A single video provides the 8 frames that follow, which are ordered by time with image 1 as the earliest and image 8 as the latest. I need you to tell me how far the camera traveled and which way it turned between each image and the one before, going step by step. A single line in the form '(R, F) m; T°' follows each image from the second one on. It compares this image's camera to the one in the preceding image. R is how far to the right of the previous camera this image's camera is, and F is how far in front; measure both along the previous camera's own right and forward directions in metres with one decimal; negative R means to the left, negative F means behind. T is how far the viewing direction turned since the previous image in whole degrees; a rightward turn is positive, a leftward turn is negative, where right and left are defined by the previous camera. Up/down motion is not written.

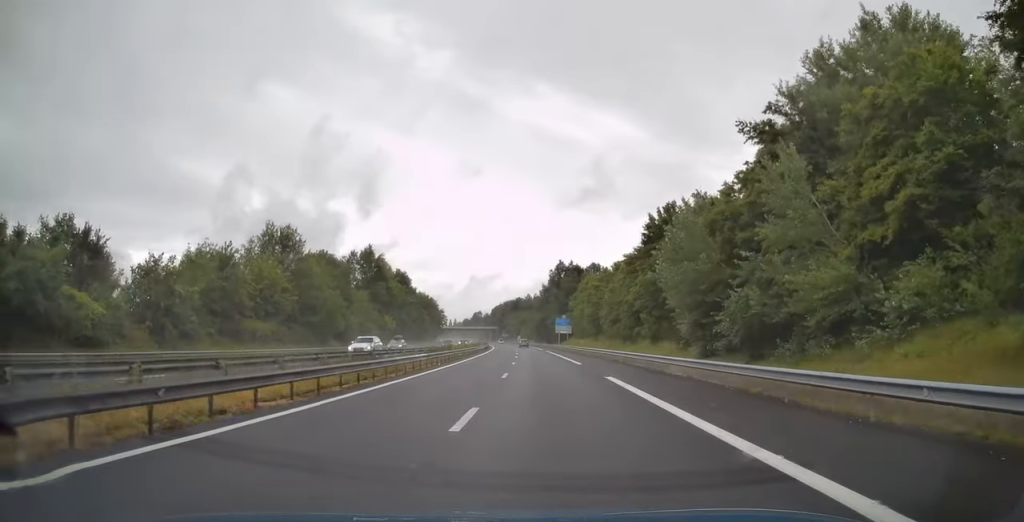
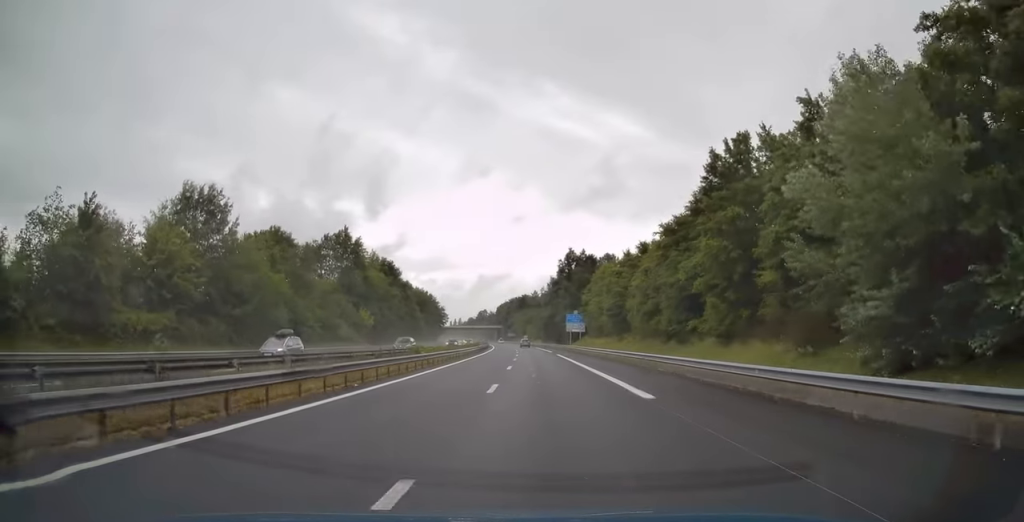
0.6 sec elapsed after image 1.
(0.0, +19.4) m; 0°
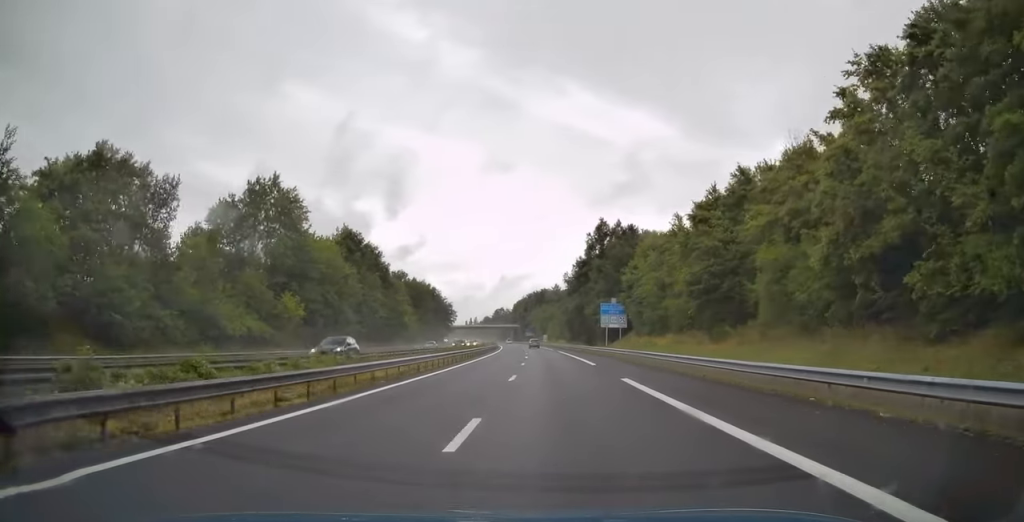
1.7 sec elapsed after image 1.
(-0.3, +34.4) m; -2°
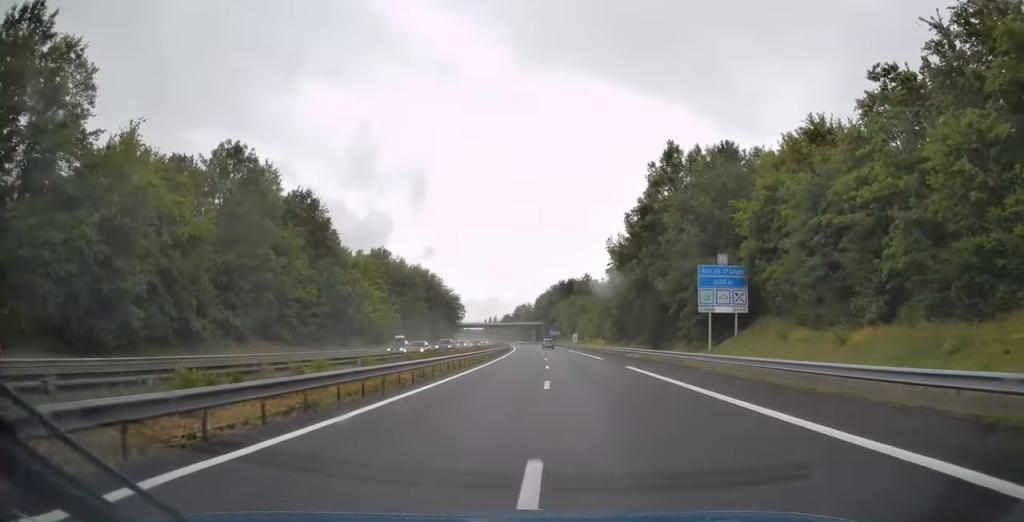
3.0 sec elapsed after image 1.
(-1.2, +43.0) m; -2°
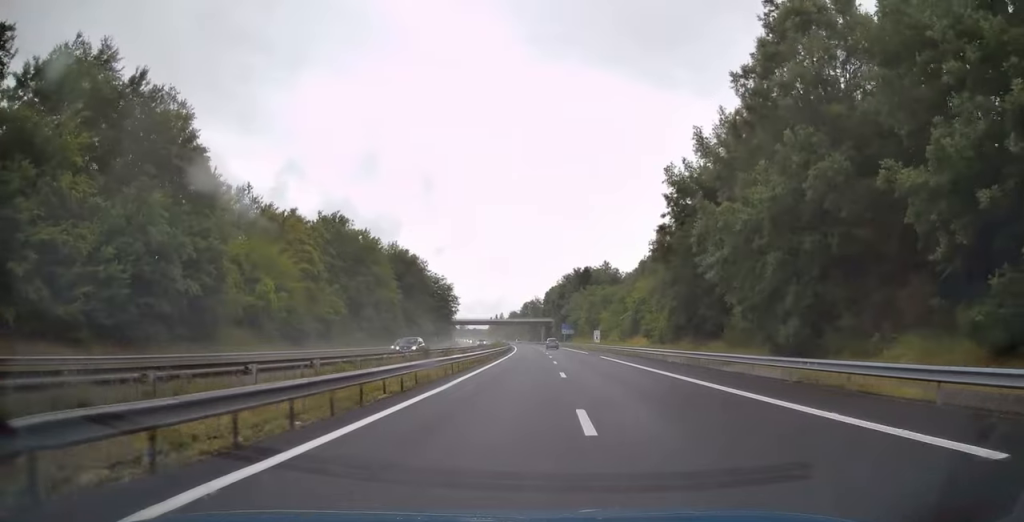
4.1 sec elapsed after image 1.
(-0.4, +34.5) m; -1°
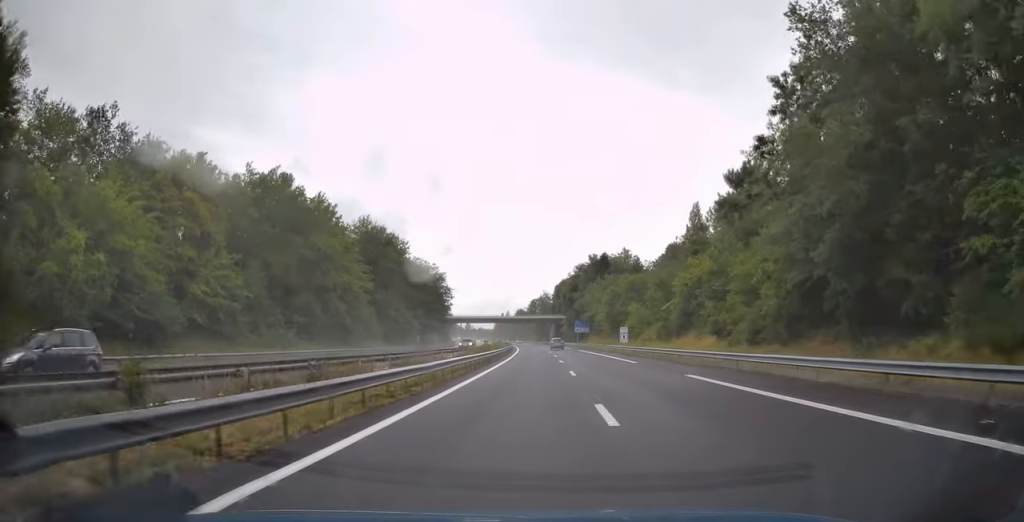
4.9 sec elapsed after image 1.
(-0.2, +25.3) m; -1°
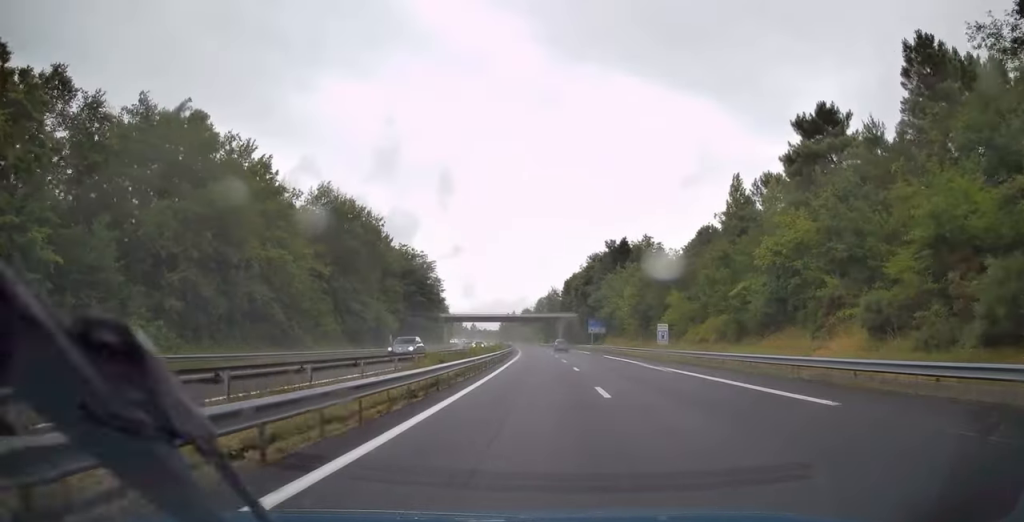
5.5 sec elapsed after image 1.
(-0.1, +21.6) m; -1°
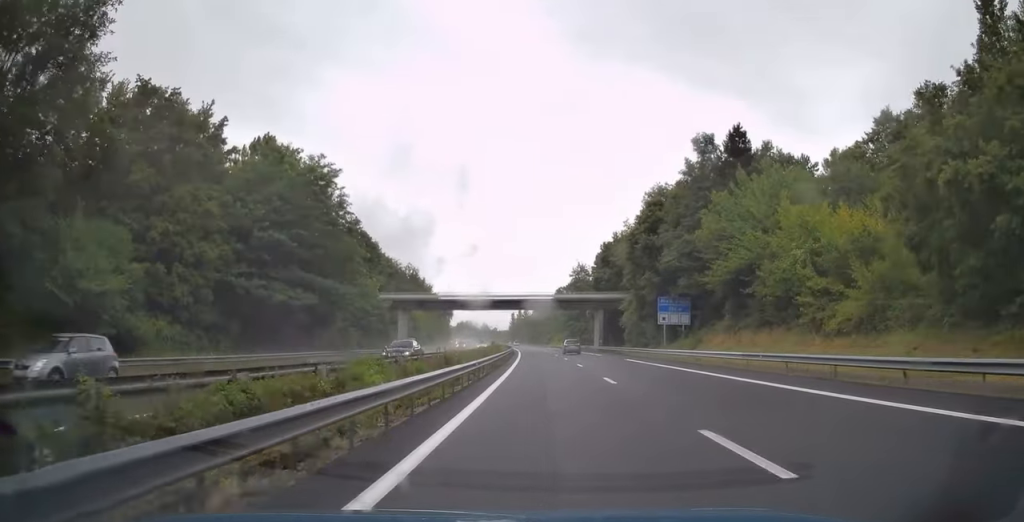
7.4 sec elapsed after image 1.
(-1.5, +60.6) m; -2°
